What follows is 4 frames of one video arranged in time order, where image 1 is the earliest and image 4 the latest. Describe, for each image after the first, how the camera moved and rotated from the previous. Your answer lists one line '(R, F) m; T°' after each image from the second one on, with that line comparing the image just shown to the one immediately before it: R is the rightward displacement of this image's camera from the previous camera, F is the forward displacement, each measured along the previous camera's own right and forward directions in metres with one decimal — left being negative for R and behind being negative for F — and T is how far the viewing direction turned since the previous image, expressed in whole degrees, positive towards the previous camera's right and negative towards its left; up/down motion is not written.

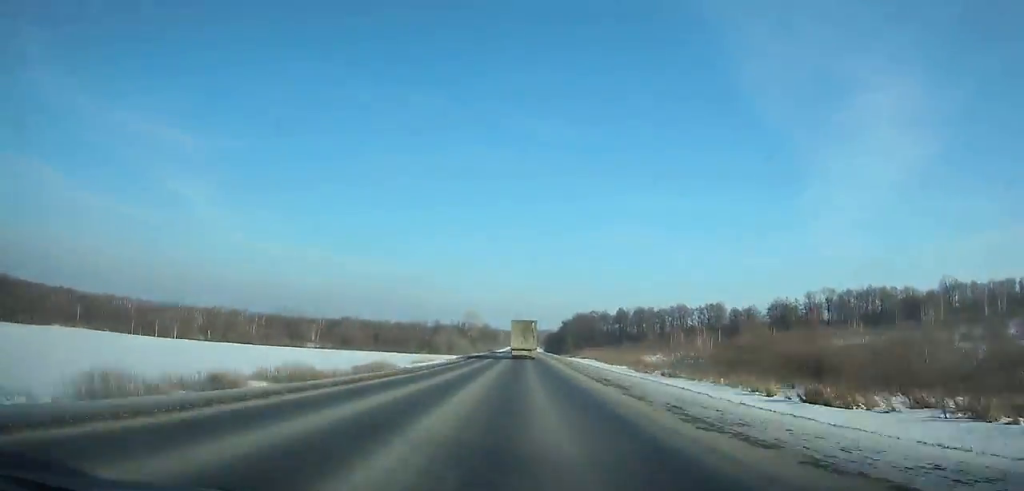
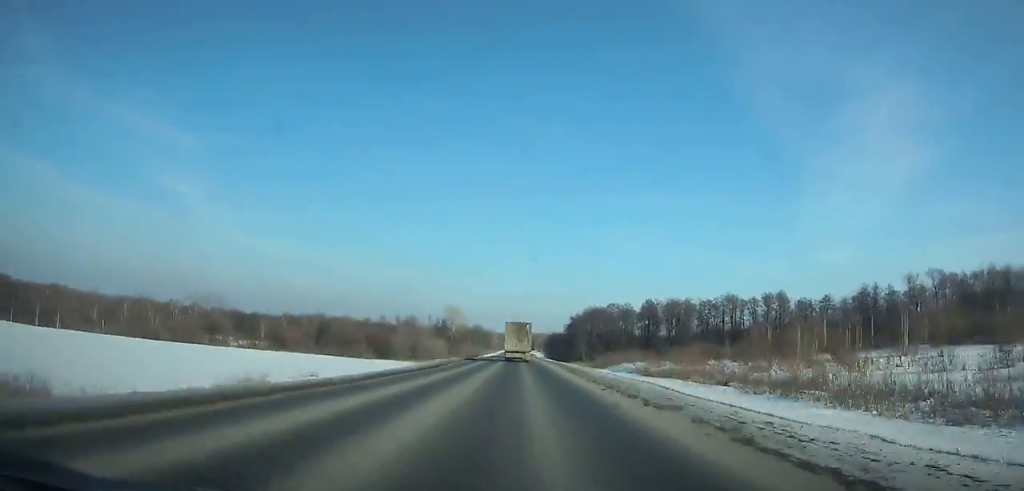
(+0.1, +65.2) m; 0°
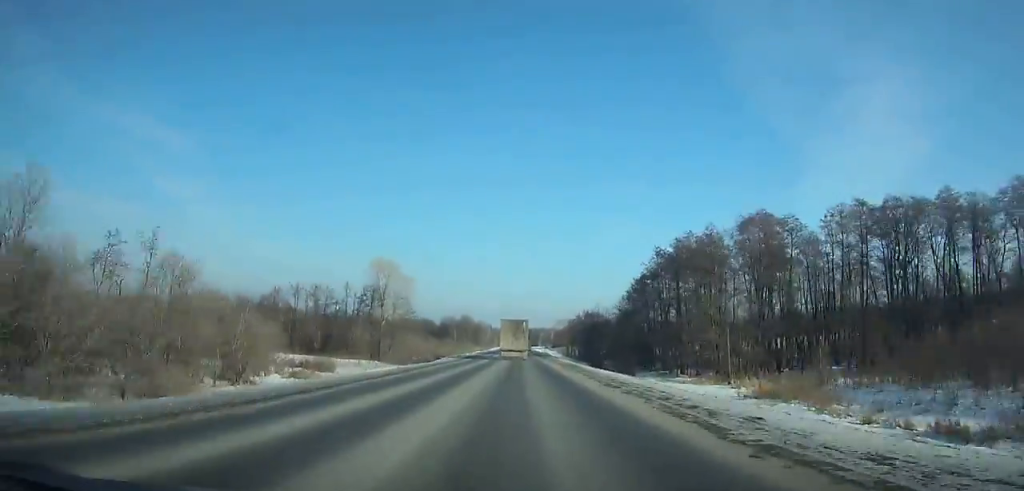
(-0.1, +125.4) m; 0°
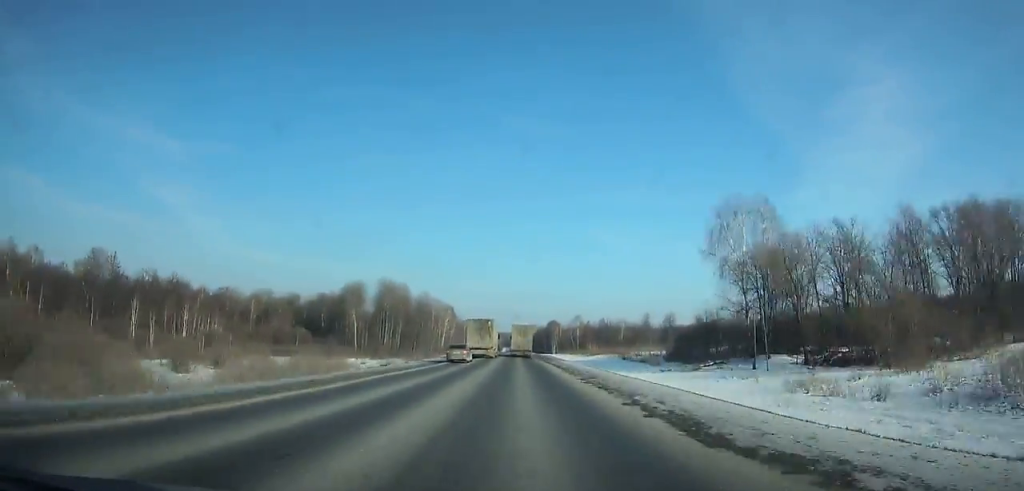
(+0.2, +266.0) m; +1°
